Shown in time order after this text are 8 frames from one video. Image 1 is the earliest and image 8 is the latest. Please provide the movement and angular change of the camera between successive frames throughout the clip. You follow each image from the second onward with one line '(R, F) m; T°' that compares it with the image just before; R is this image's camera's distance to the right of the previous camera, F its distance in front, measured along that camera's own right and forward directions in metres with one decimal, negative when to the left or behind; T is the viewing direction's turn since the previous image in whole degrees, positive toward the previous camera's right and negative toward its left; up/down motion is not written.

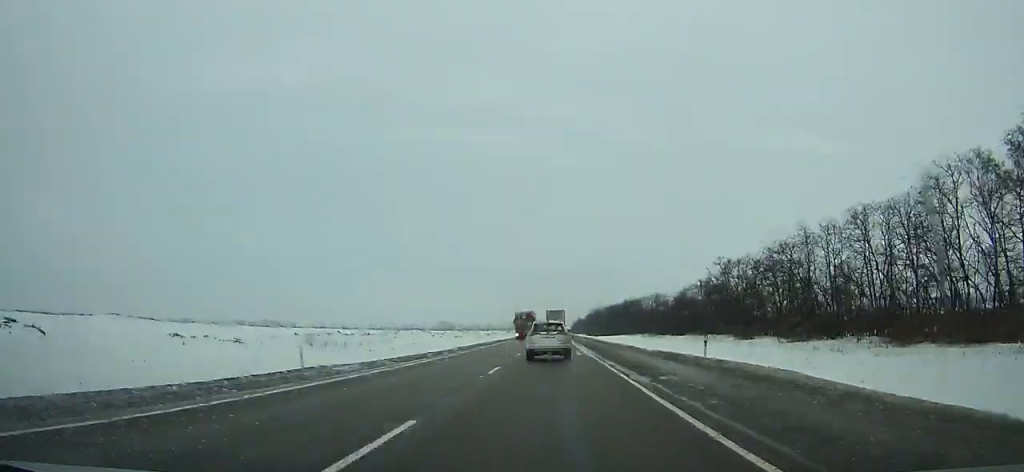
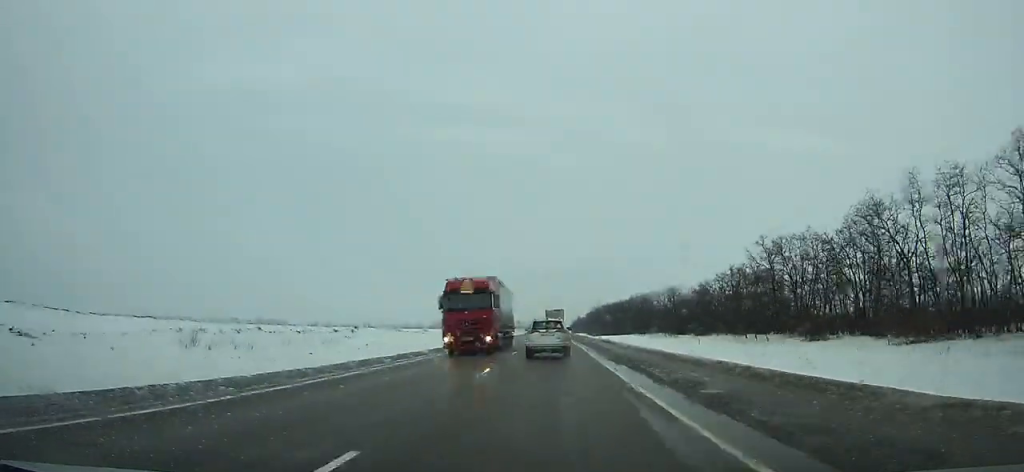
(0.0, +26.4) m; 0°
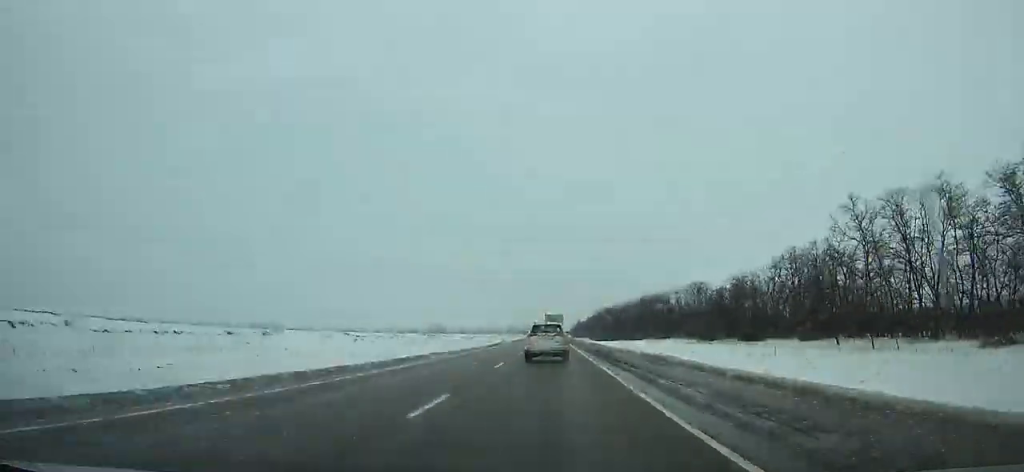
(0.0, +30.7) m; 0°
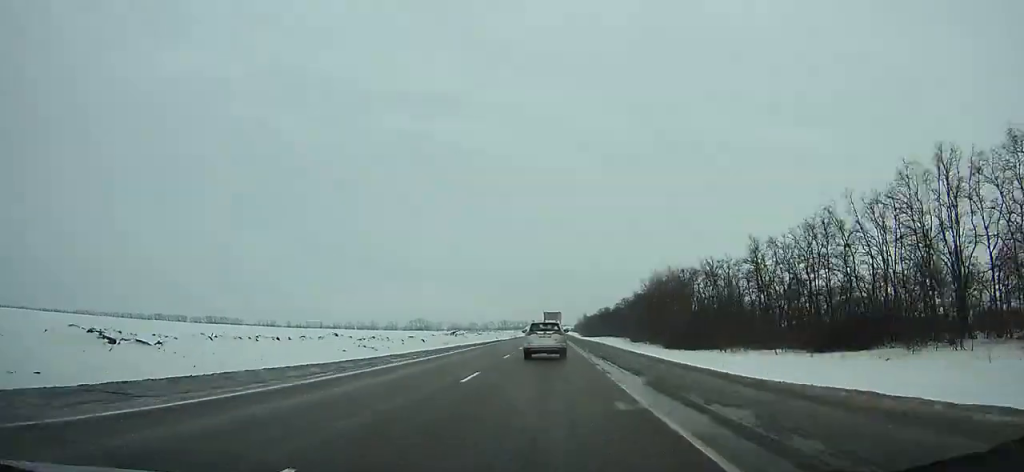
(+0.4, +162.6) m; 0°
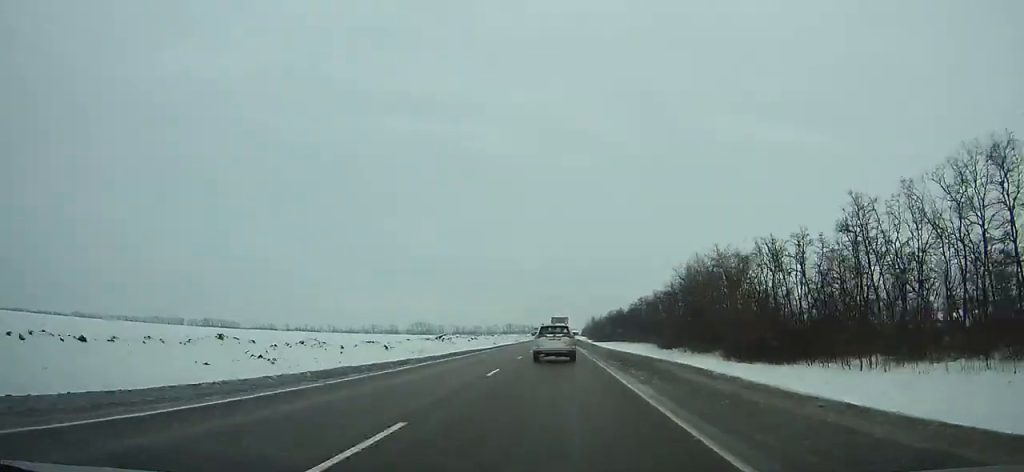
(-0.2, +33.1) m; 0°
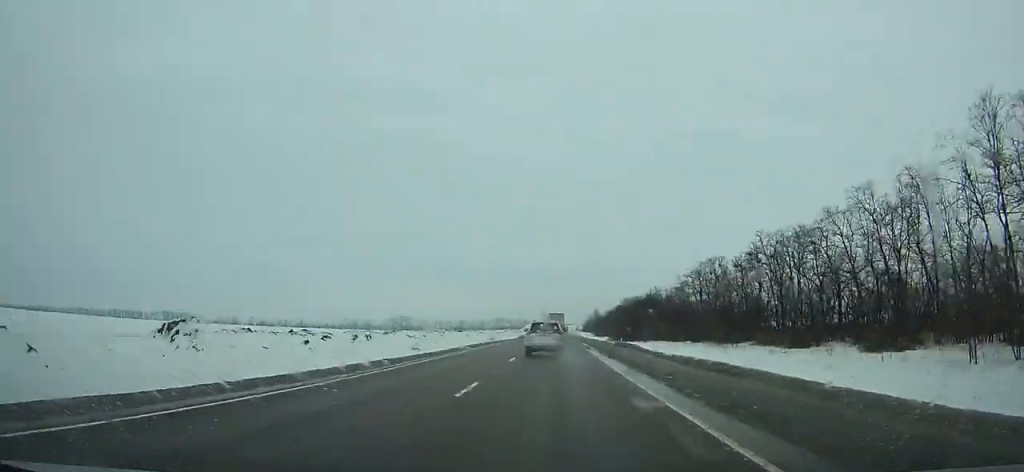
(0.0, +115.2) m; 0°
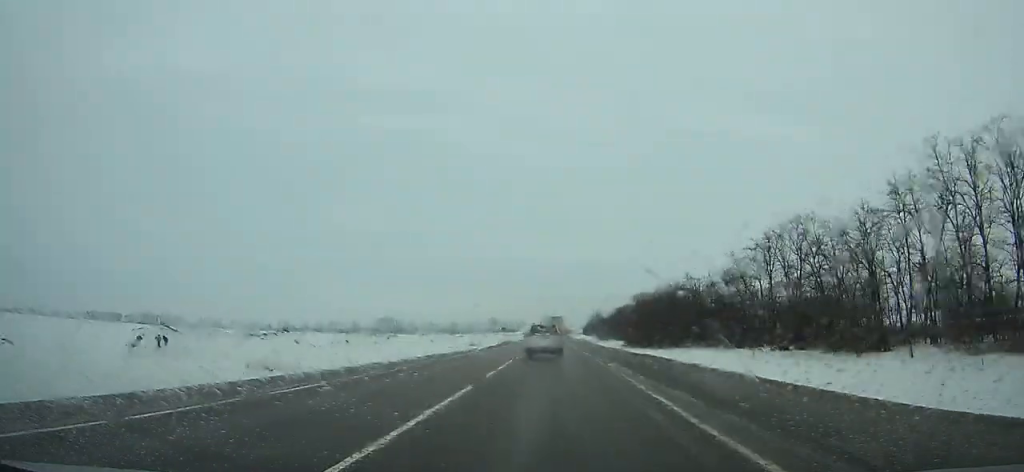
(+0.1, +48.8) m; 0°
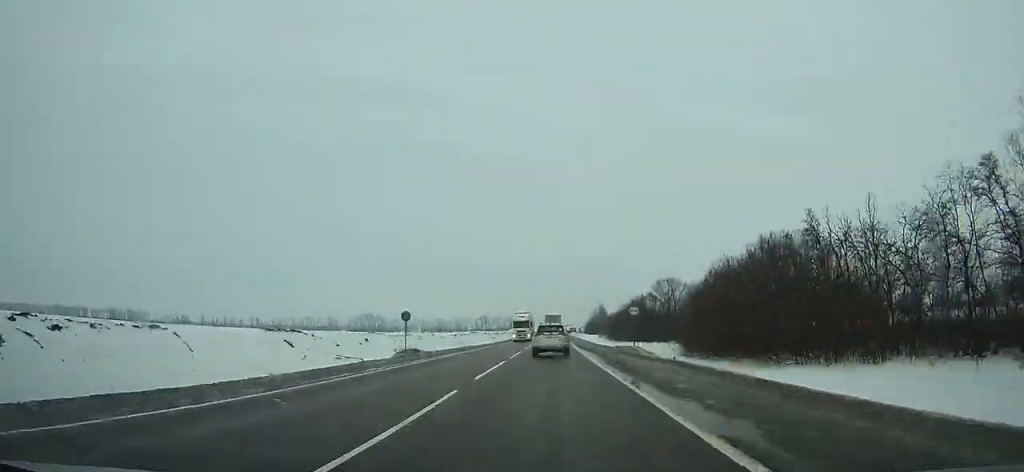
(+0.3, +73.2) m; 0°
